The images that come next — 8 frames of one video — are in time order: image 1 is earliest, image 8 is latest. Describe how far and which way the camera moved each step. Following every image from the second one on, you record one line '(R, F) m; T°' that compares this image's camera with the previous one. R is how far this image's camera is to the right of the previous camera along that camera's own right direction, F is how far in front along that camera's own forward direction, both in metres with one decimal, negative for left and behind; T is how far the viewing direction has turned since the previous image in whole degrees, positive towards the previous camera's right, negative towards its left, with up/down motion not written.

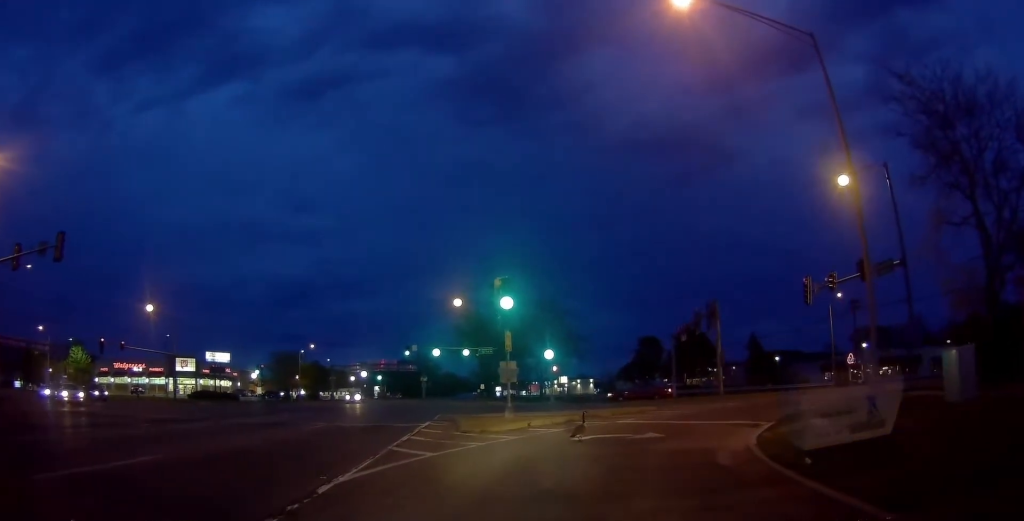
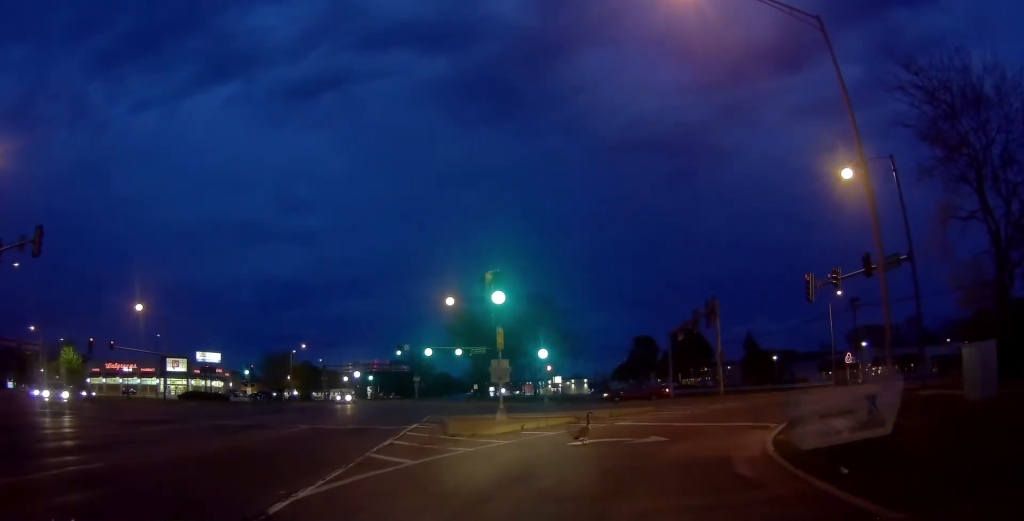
(0.0, +1.6) m; 0°
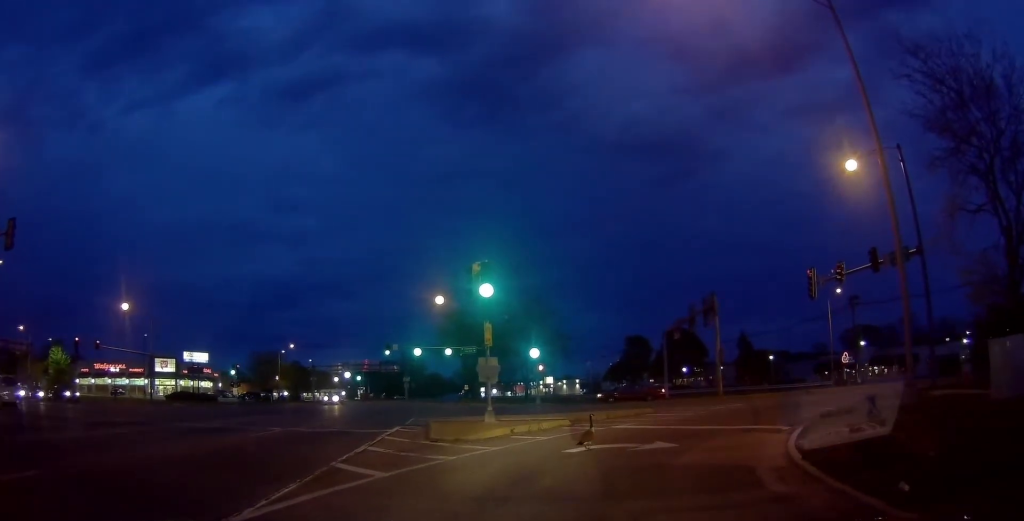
(0.0, +1.9) m; -2°
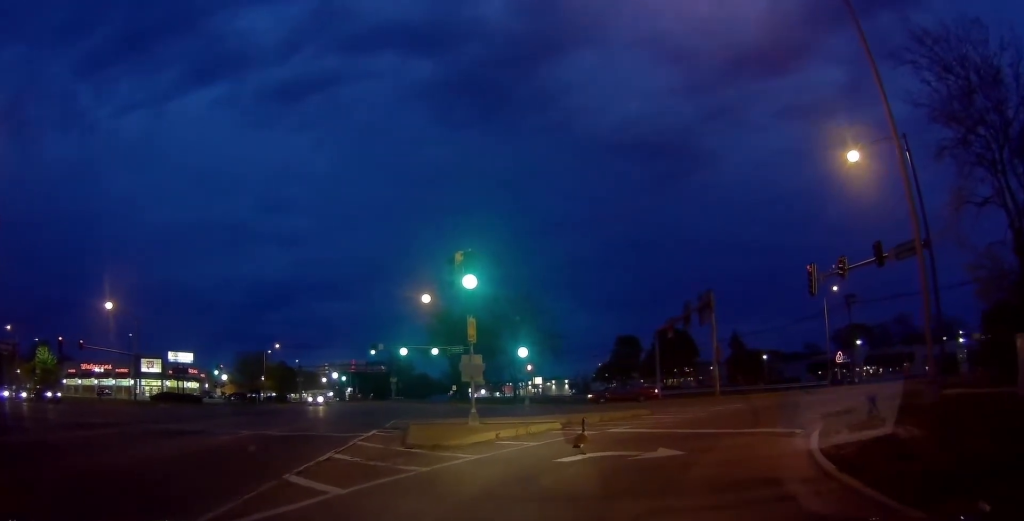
(-0.1, +1.4) m; 0°
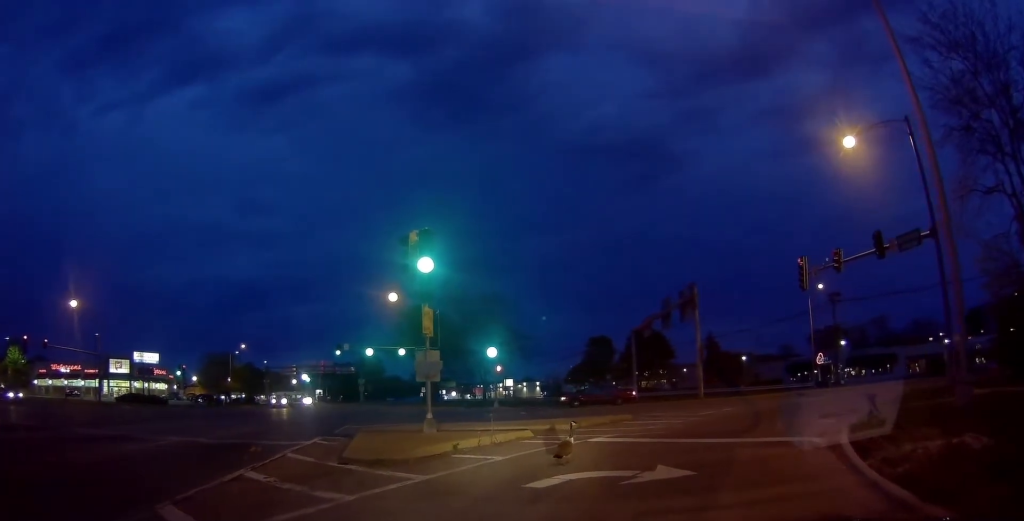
(-0.7, +2.2) m; 0°
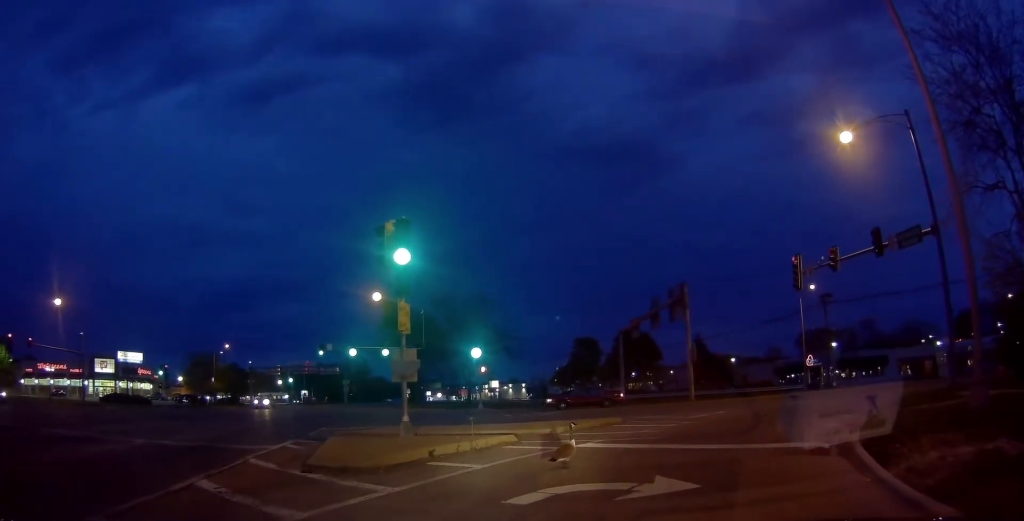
(+0.1, +1.3) m; 0°
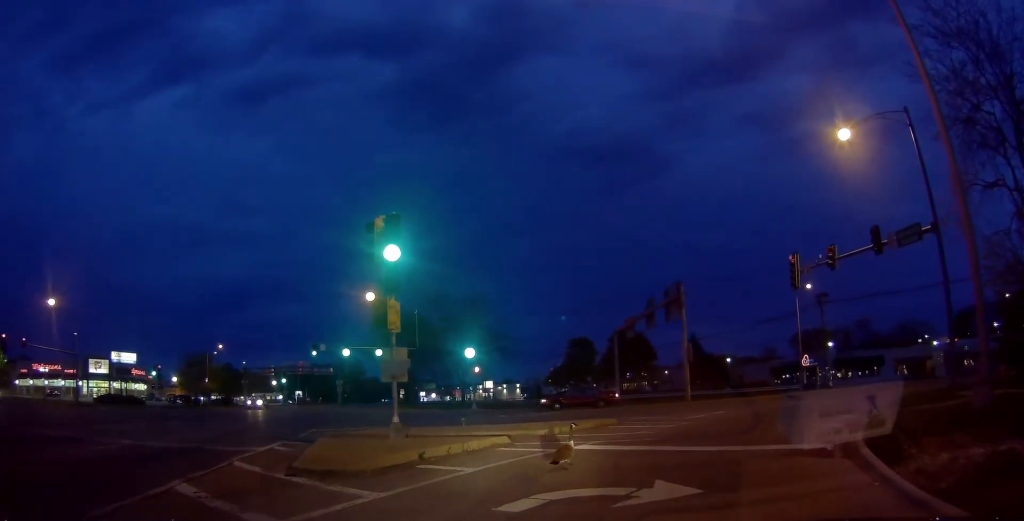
(0.0, +0.4) m; 0°
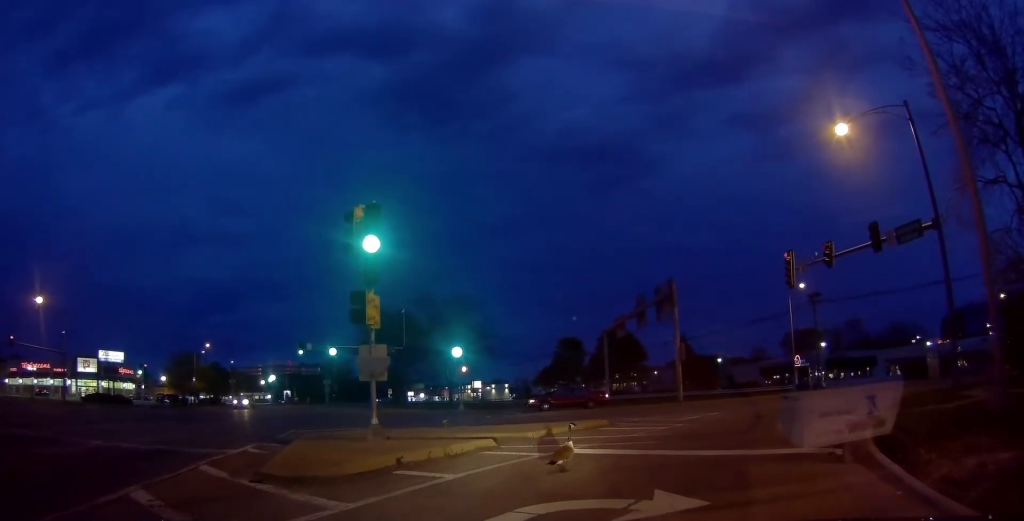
(-0.1, +0.8) m; 0°
